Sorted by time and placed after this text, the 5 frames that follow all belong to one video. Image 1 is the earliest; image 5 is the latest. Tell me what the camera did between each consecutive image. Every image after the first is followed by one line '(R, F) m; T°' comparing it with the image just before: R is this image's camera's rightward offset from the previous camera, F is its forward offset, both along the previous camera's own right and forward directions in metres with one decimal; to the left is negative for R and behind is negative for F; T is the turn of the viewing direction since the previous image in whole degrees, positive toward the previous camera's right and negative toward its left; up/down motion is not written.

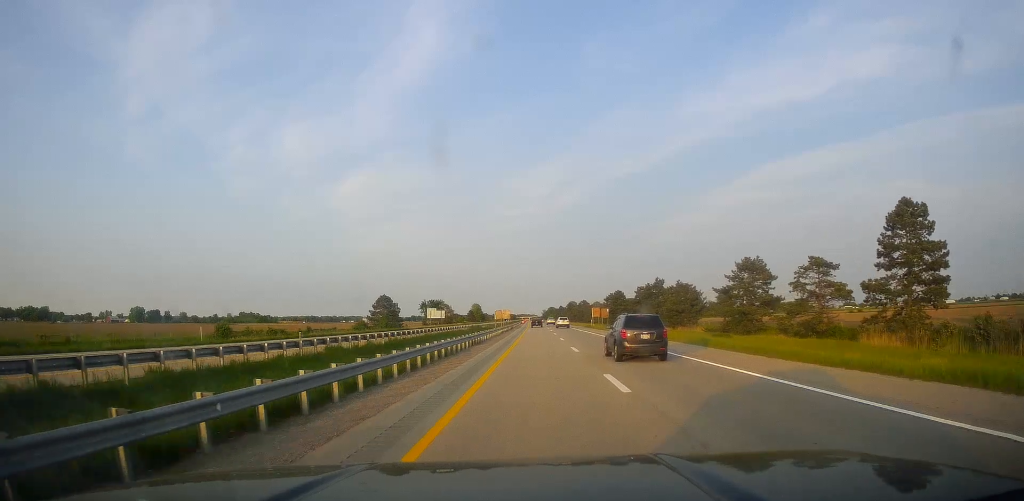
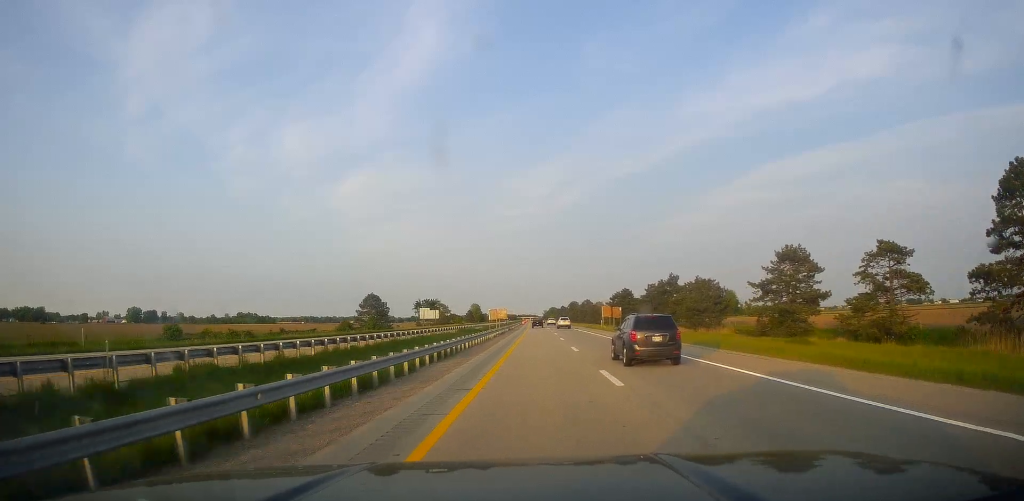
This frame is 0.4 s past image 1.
(0.0, +13.9) m; 0°
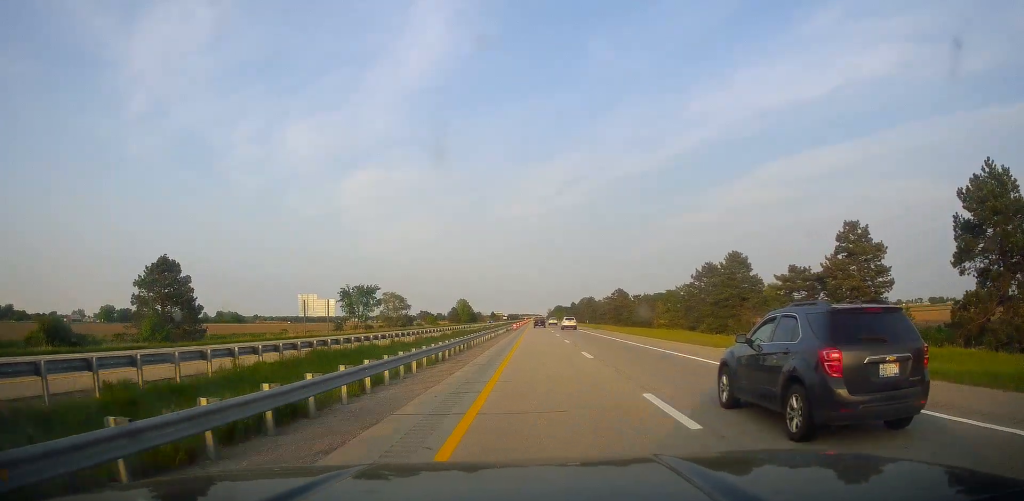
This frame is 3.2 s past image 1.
(-0.8, +96.3) m; -1°
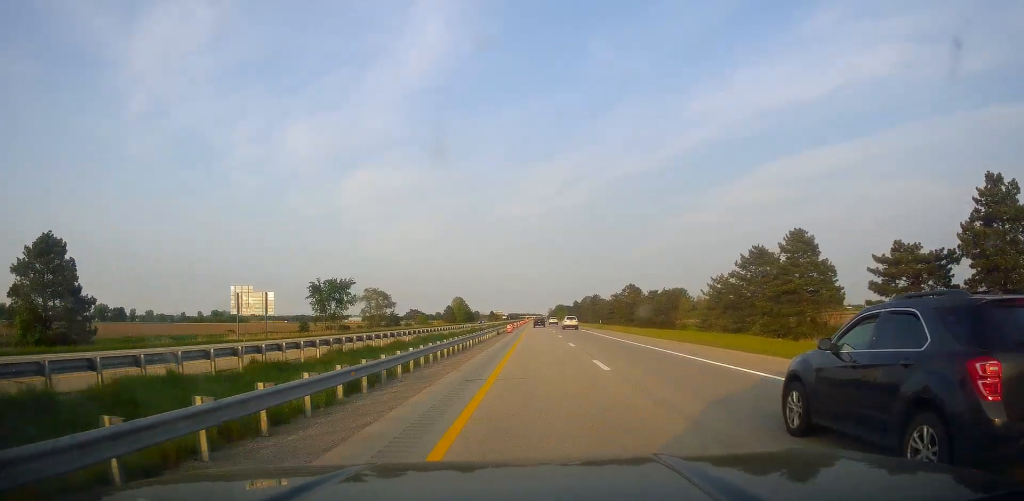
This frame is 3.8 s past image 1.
(-0.3, +20.9) m; 0°
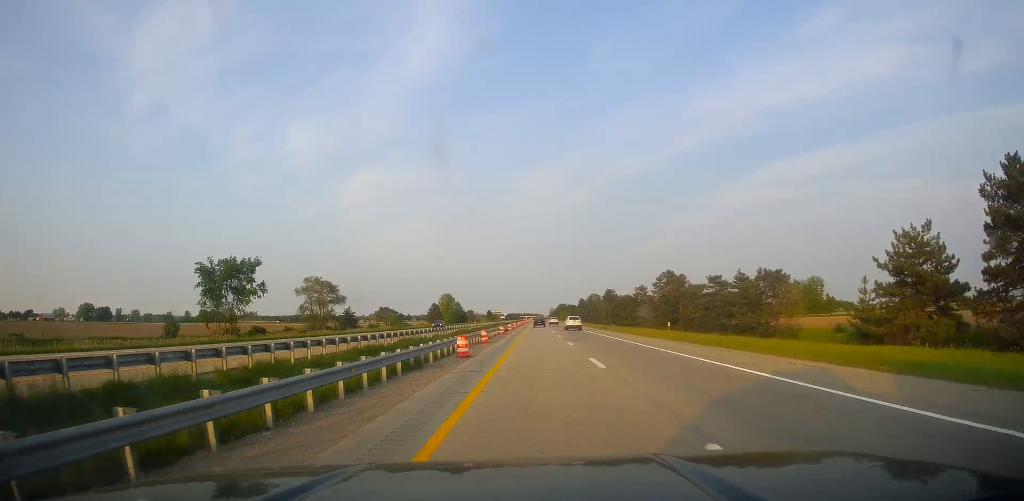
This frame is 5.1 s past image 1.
(+0.2, +45.4) m; 0°
